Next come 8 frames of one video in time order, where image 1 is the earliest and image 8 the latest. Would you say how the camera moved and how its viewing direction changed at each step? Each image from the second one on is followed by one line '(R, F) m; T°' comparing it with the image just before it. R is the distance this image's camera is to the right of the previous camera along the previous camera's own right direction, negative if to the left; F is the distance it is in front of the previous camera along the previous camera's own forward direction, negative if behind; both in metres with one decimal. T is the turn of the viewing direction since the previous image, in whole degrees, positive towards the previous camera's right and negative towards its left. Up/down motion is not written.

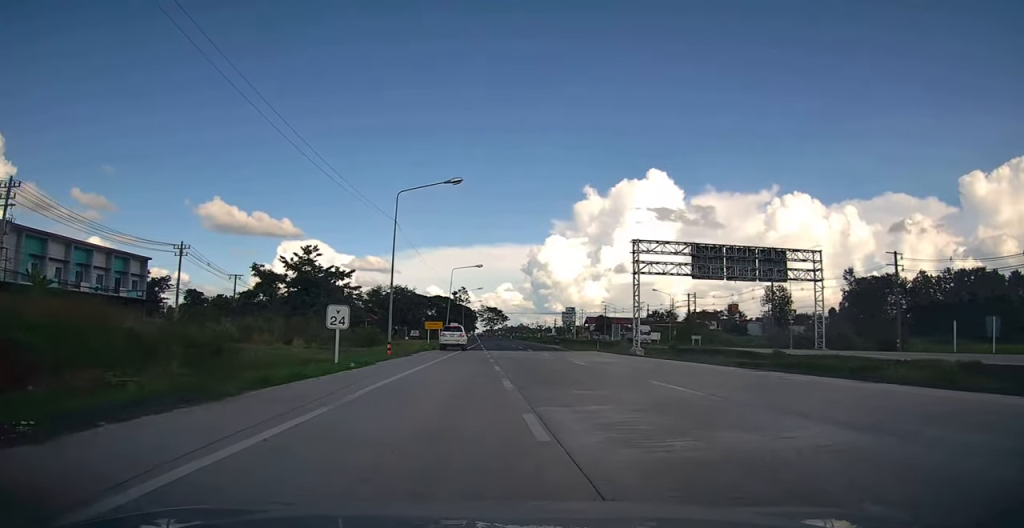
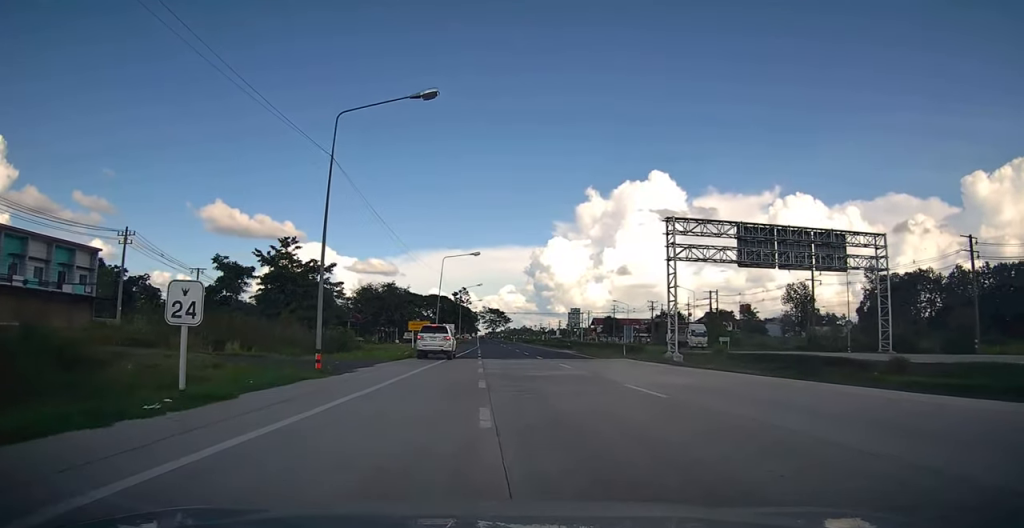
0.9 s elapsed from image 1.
(+0.1, +11.0) m; 0°
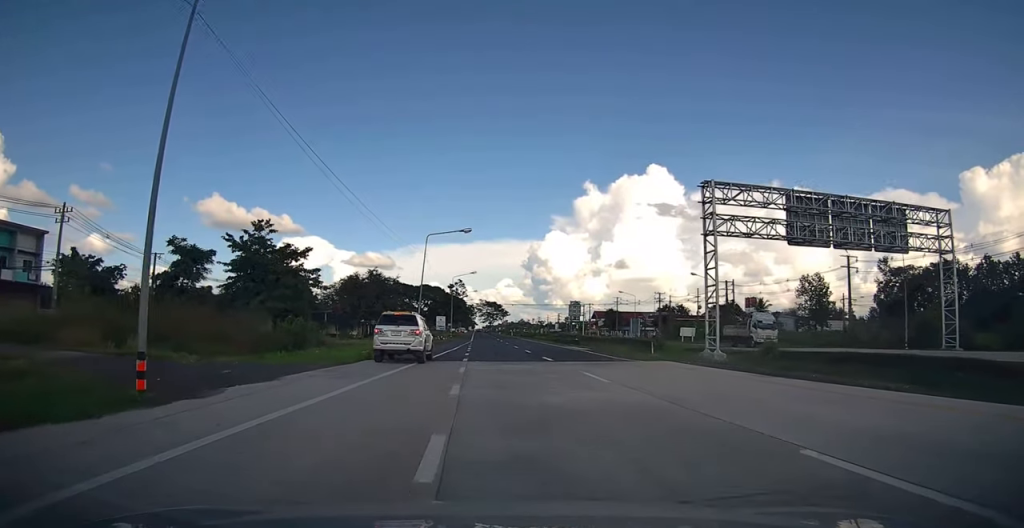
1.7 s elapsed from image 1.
(0.0, +8.9) m; 0°
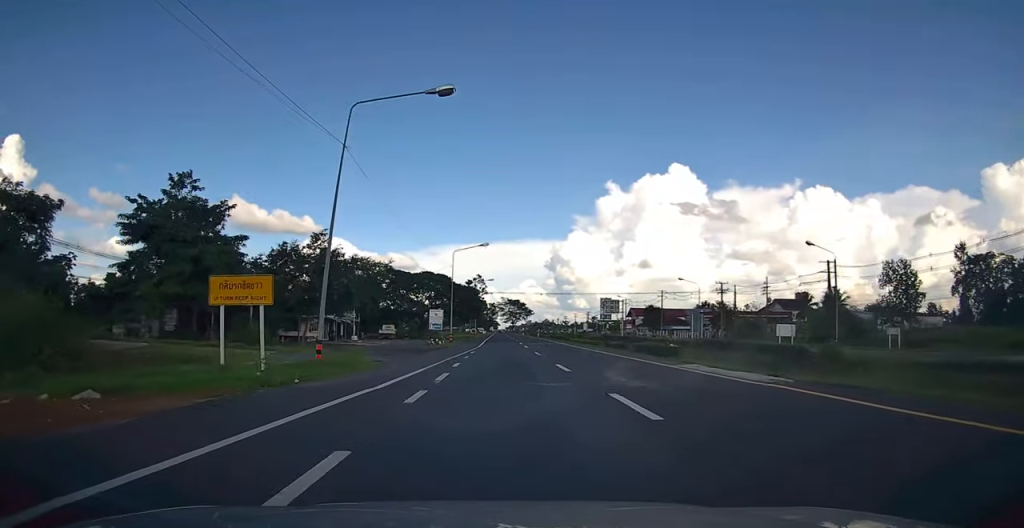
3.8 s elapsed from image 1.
(-0.3, +25.7) m; -2°
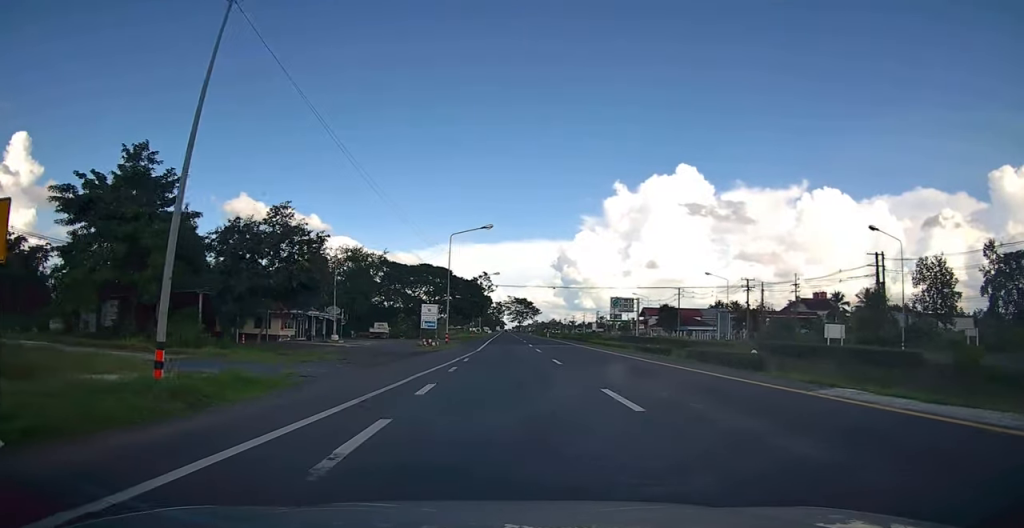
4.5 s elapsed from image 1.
(0.0, +8.7) m; -1°
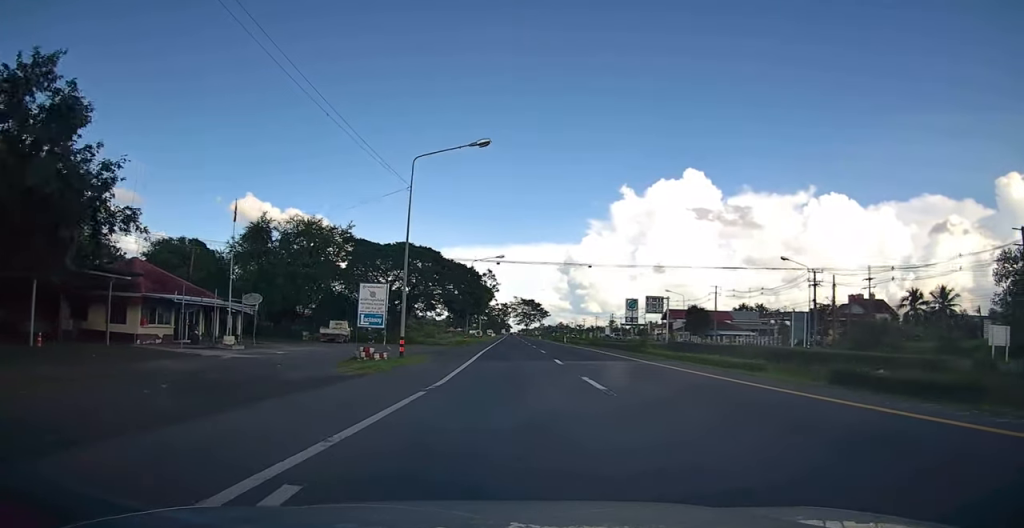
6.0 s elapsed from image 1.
(-0.3, +19.9) m; 0°
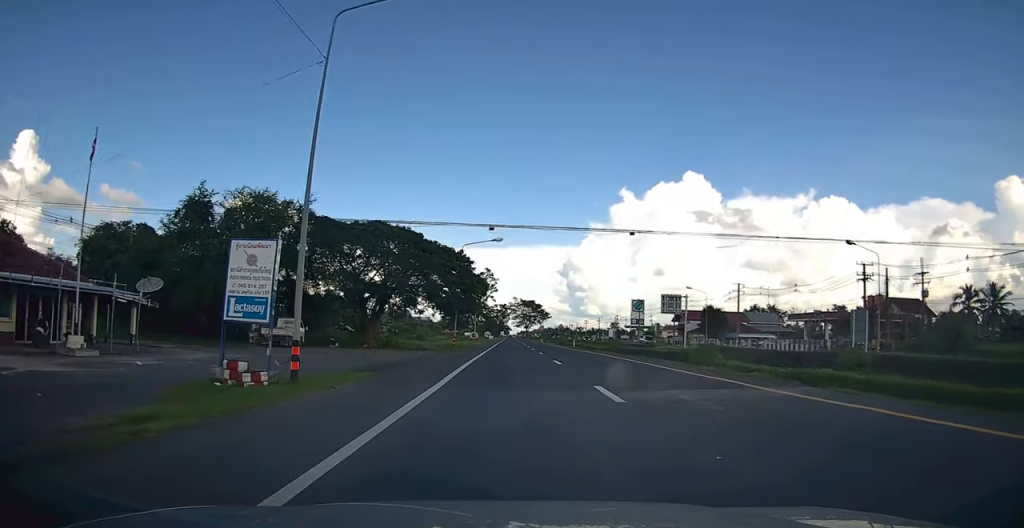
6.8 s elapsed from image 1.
(+0.1, +12.0) m; 0°
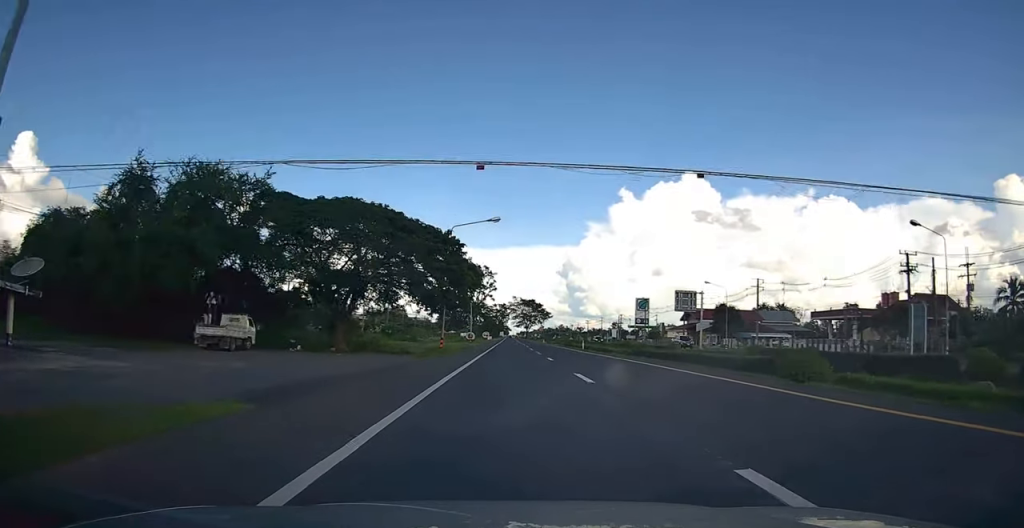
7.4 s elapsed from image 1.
(0.0, +8.4) m; 0°
